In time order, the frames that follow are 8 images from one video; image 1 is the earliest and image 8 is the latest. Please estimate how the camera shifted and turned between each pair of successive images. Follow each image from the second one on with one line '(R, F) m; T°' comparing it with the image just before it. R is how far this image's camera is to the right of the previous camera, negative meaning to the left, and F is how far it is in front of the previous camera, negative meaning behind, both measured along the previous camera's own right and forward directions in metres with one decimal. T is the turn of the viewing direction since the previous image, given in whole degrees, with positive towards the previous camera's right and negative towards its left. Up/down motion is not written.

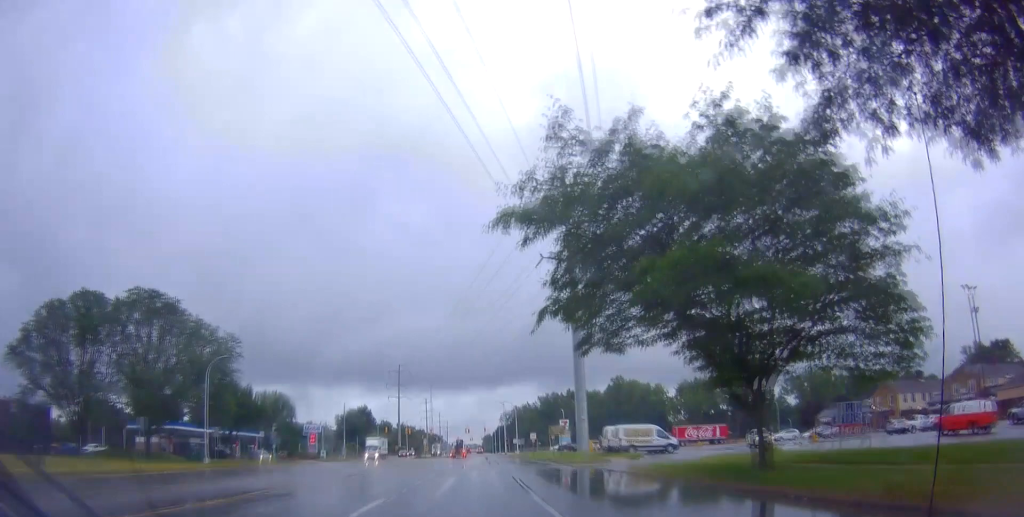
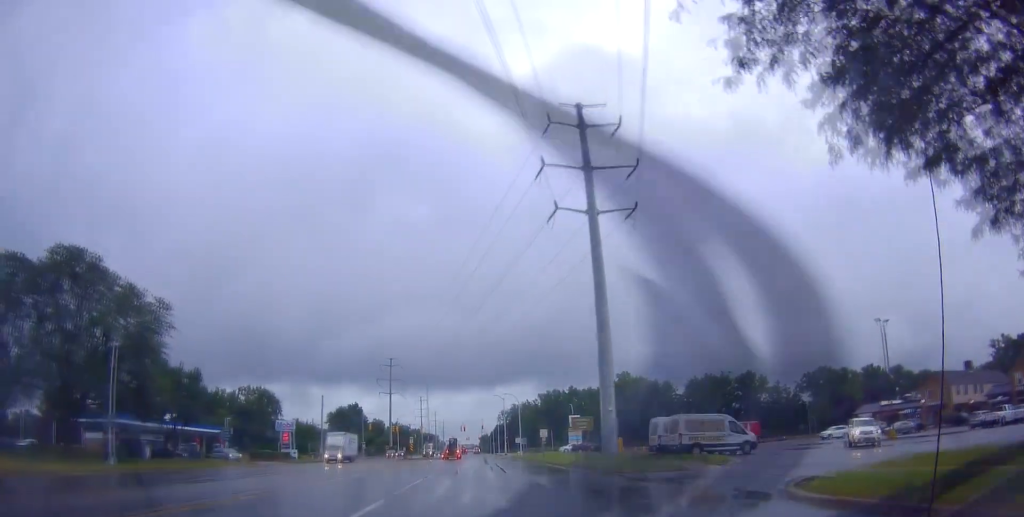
(+0.1, +15.4) m; +1°
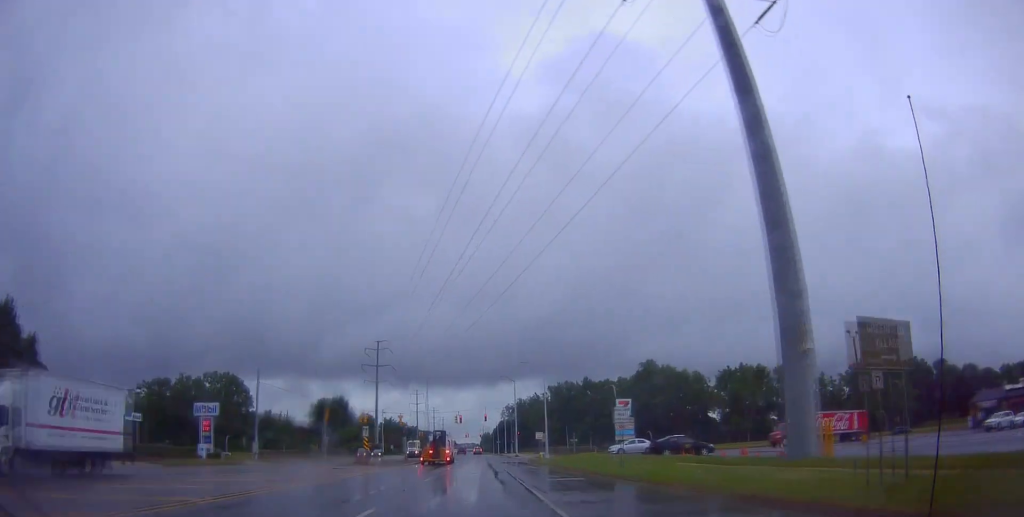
(+0.3, +33.4) m; +1°
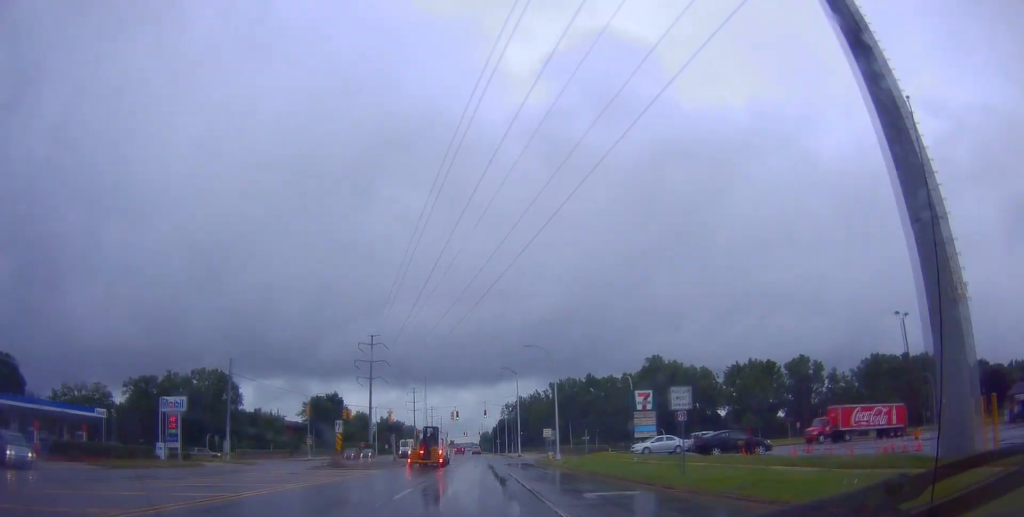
(+0.3, +9.9) m; 0°
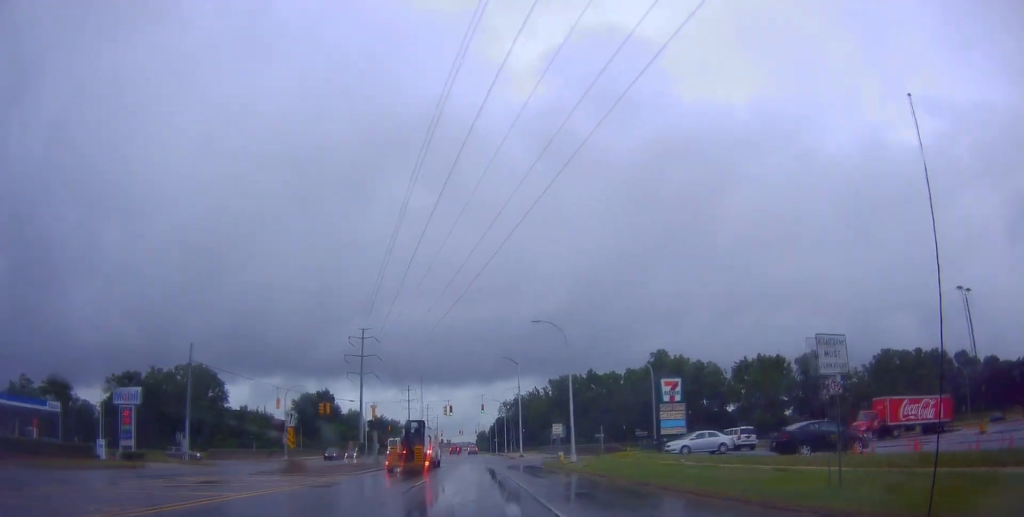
(-0.4, +10.8) m; +1°
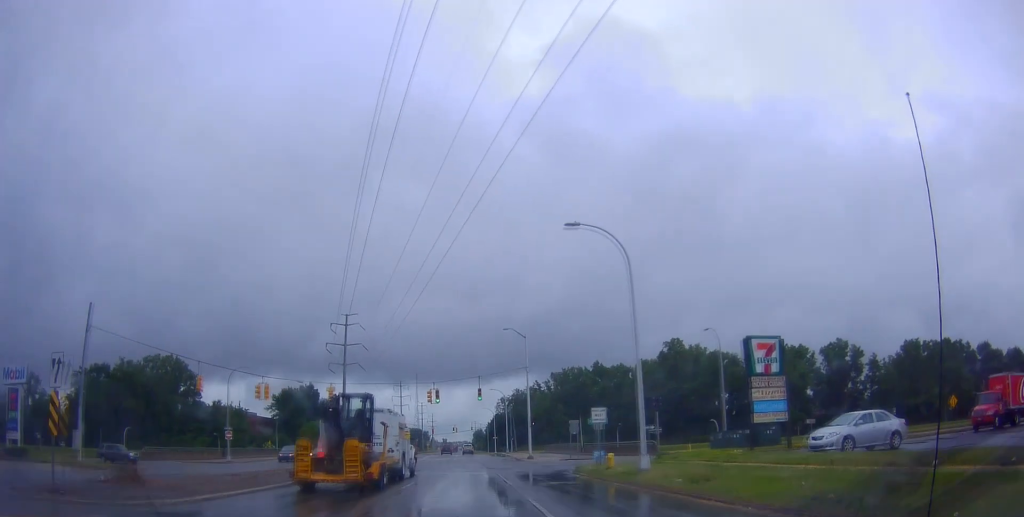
(+0.6, +19.0) m; +1°
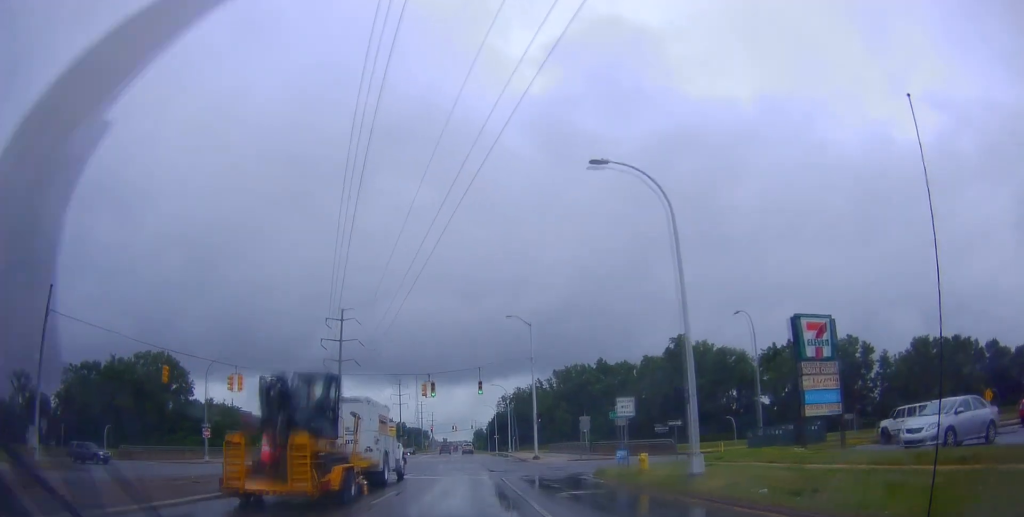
(-0.2, +5.4) m; 0°
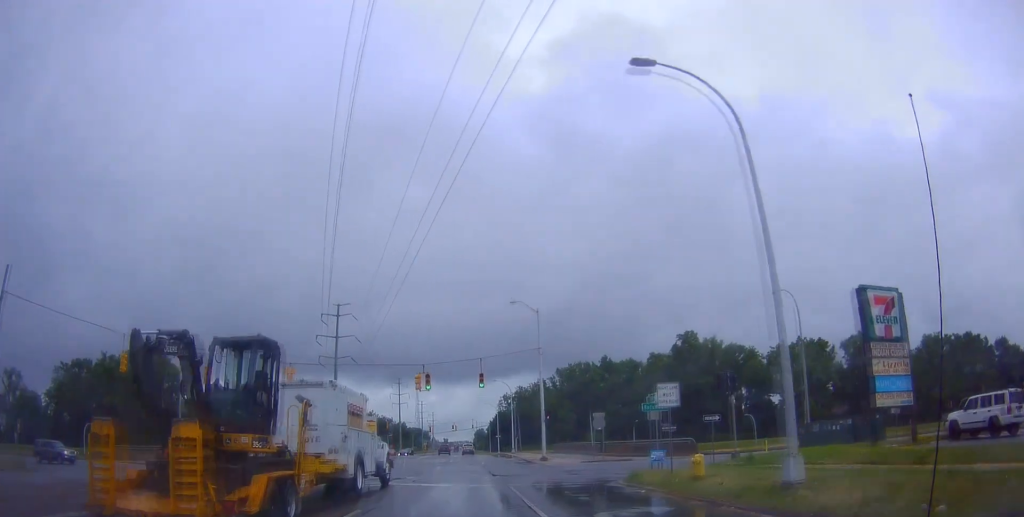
(-0.1, +5.4) m; 0°
